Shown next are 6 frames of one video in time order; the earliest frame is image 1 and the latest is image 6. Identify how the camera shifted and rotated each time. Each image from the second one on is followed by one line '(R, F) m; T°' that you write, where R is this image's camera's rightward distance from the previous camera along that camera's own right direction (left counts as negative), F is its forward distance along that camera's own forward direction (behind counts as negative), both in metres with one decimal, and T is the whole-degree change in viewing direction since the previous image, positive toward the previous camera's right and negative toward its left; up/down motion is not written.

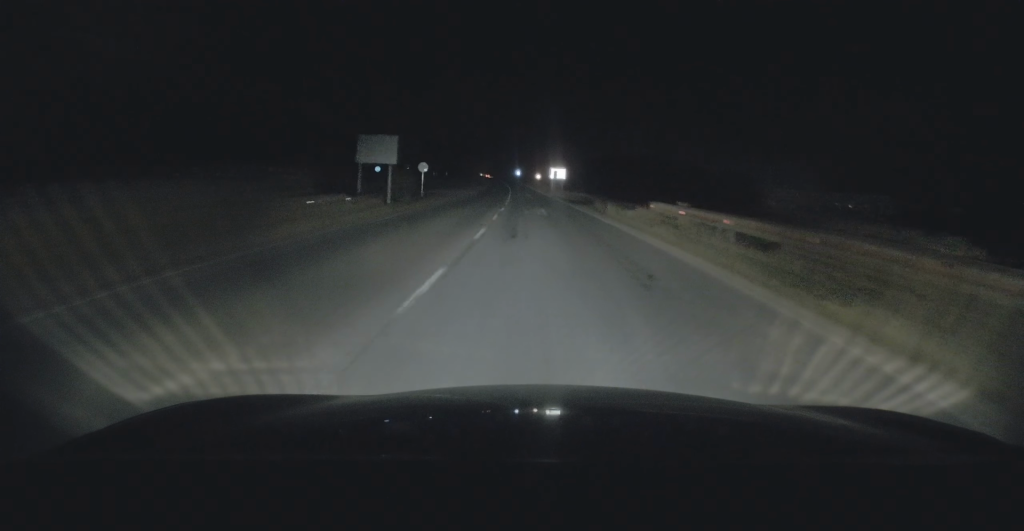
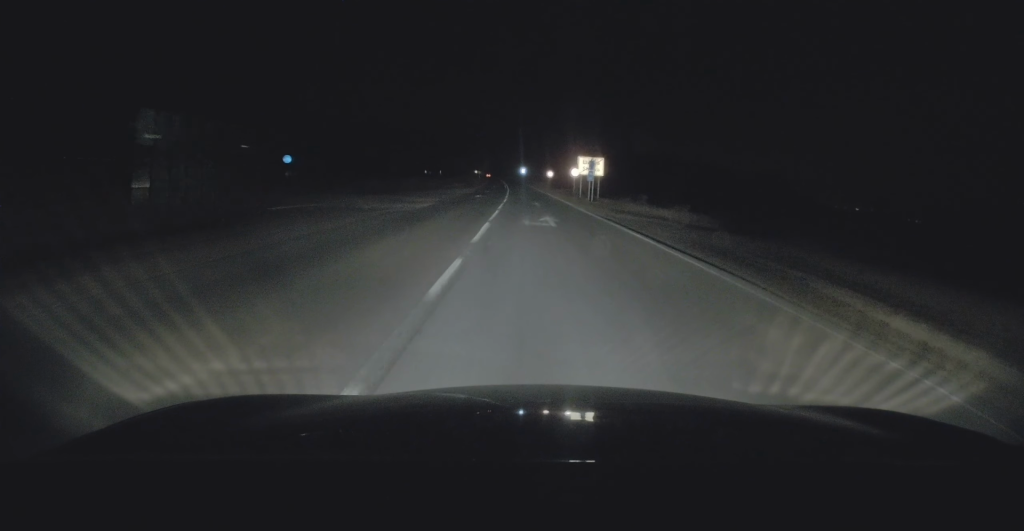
(-0.5, +35.4) m; -1°
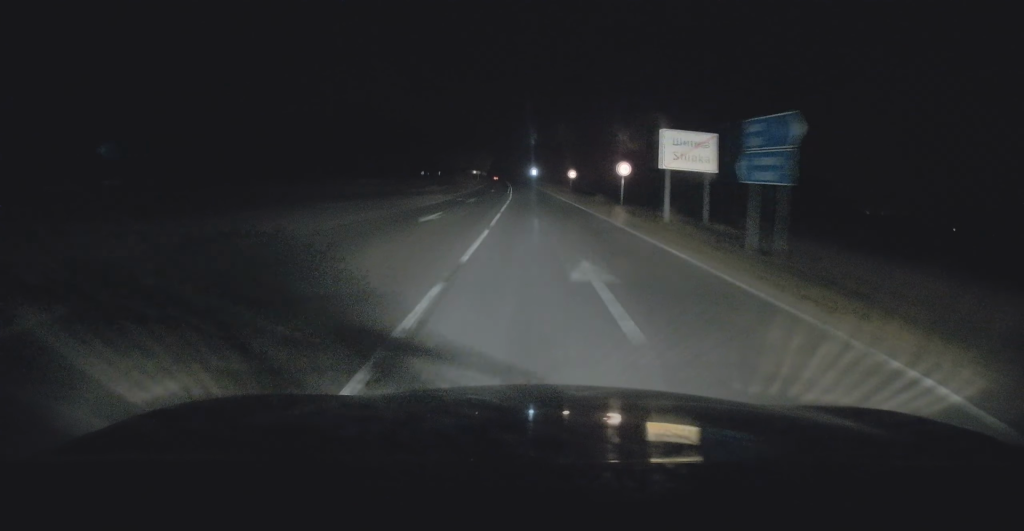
(+0.1, +26.3) m; -1°
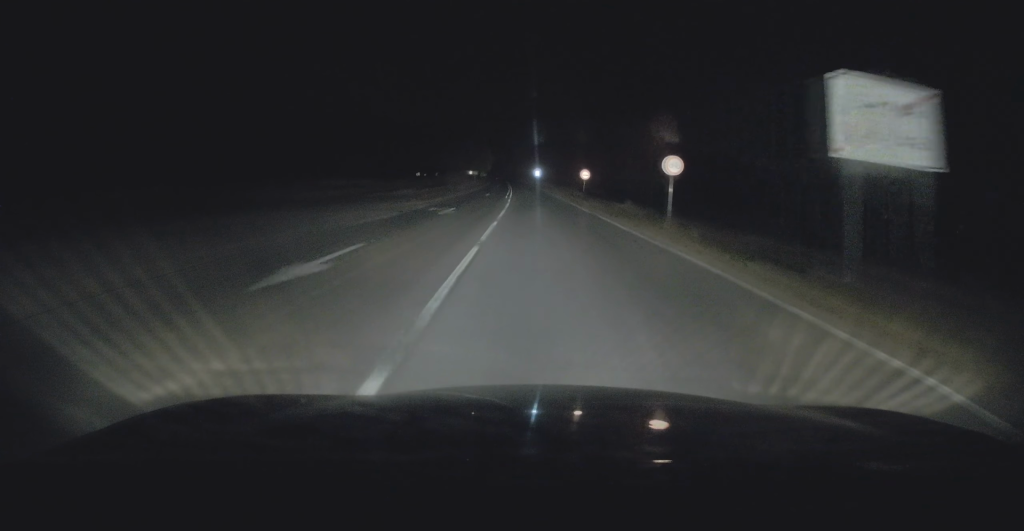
(-0.2, +11.7) m; 0°
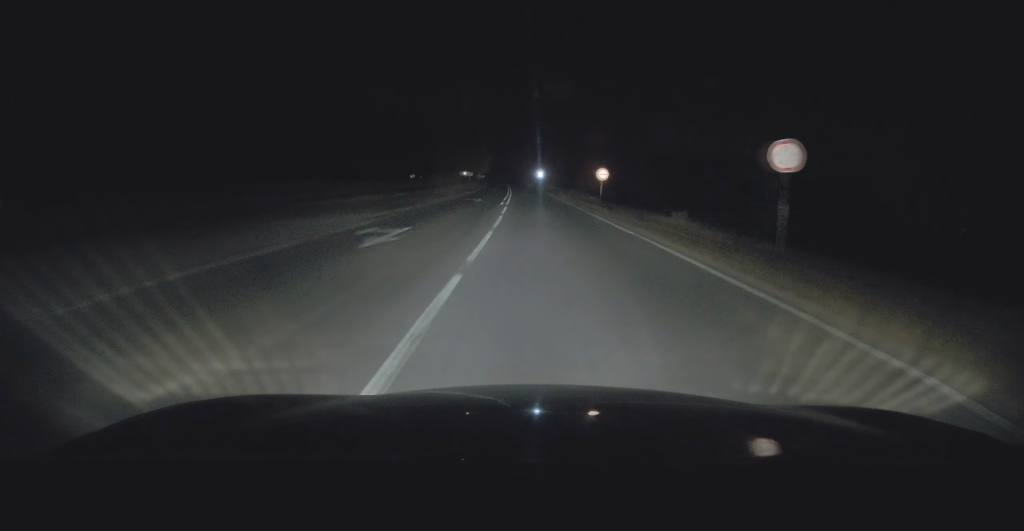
(0.0, +11.0) m; 0°
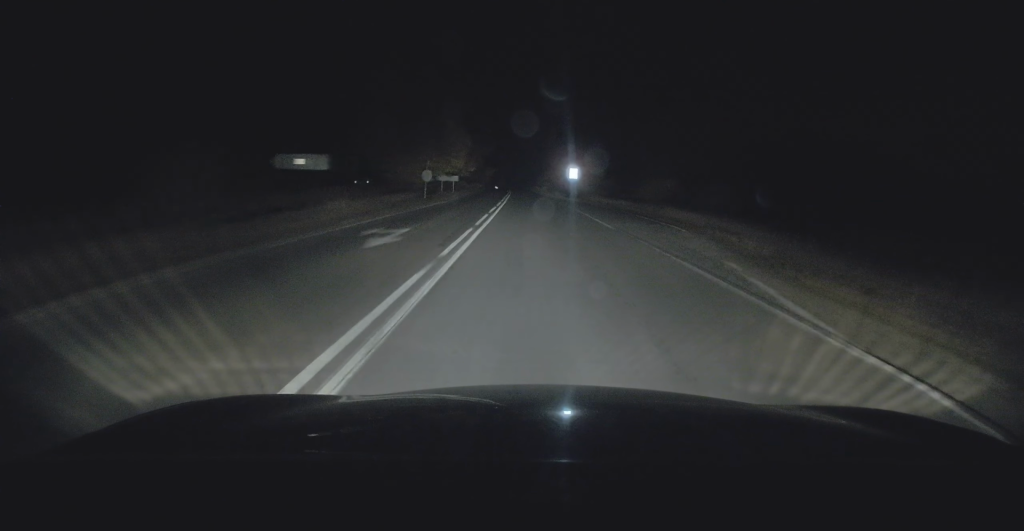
(-0.2, +60.8) m; -1°
